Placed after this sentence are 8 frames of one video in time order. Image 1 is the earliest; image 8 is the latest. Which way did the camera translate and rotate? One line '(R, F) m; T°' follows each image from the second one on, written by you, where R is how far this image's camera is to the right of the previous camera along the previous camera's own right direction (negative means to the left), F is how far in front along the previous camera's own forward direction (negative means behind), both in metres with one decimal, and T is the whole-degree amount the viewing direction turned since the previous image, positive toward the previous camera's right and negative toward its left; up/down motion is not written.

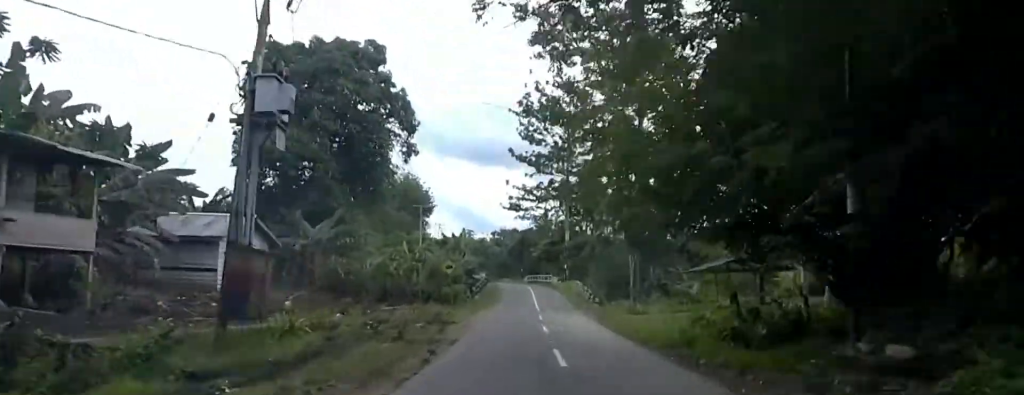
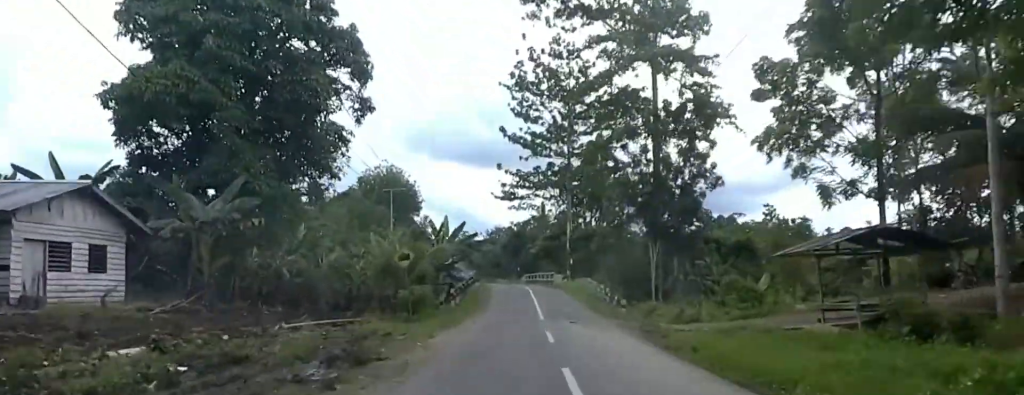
(-0.4, +10.9) m; -2°
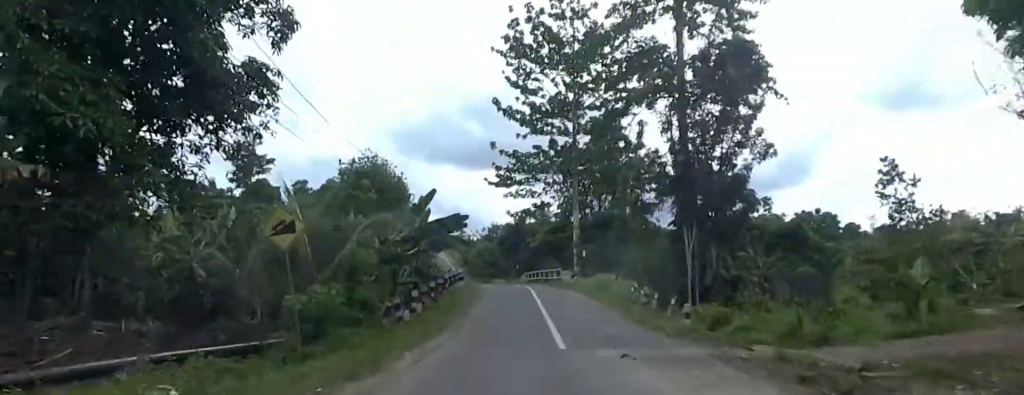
(-0.2, +10.4) m; -1°
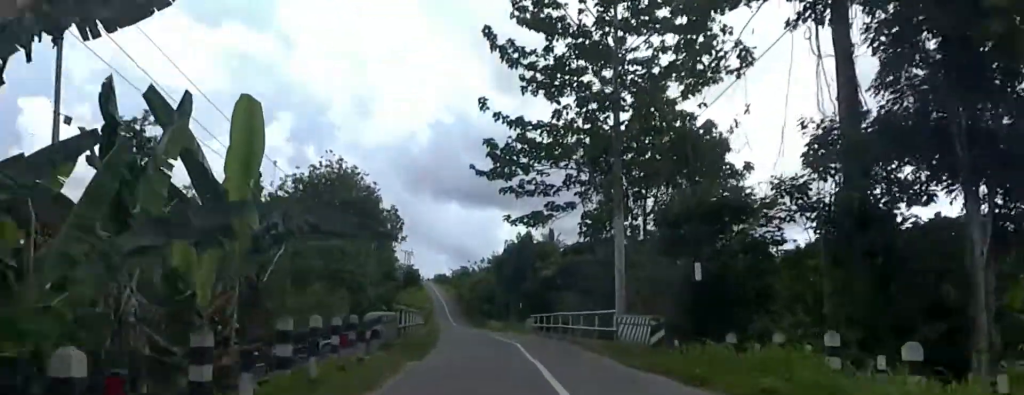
(-0.2, +23.1) m; -1°
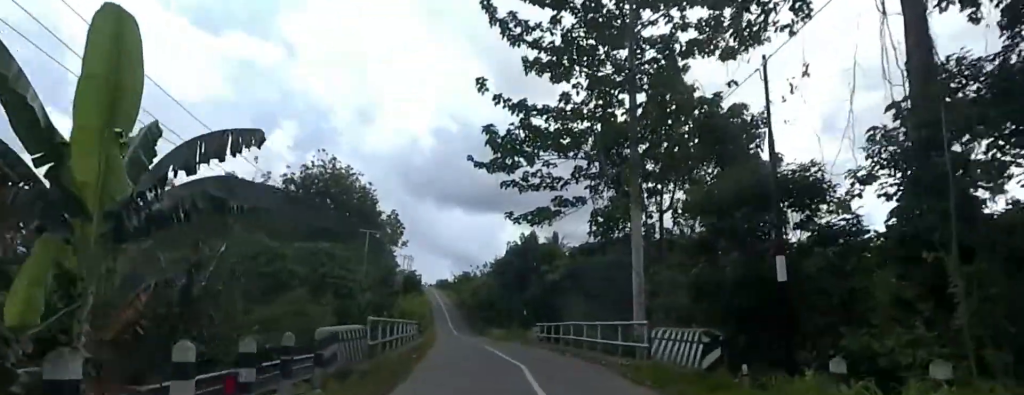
(0.0, +4.2) m; 0°
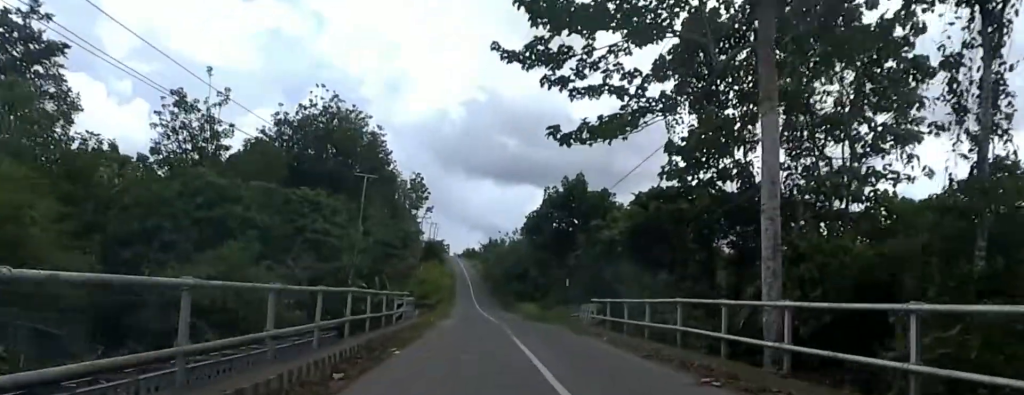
(0.0, +12.2) m; +1°
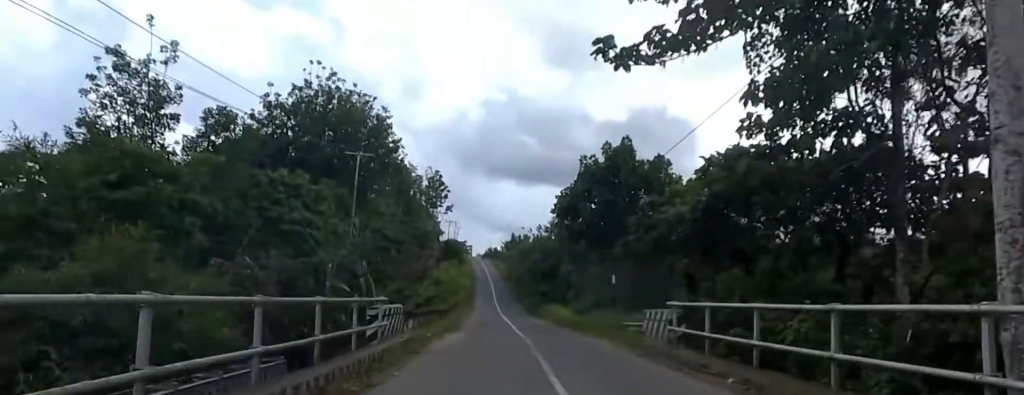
(+0.1, +8.8) m; -1°
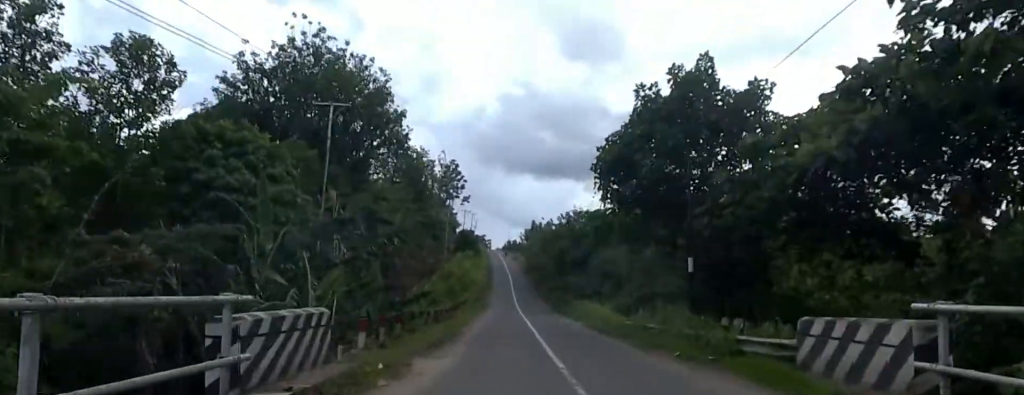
(-0.5, +9.4) m; -7°
